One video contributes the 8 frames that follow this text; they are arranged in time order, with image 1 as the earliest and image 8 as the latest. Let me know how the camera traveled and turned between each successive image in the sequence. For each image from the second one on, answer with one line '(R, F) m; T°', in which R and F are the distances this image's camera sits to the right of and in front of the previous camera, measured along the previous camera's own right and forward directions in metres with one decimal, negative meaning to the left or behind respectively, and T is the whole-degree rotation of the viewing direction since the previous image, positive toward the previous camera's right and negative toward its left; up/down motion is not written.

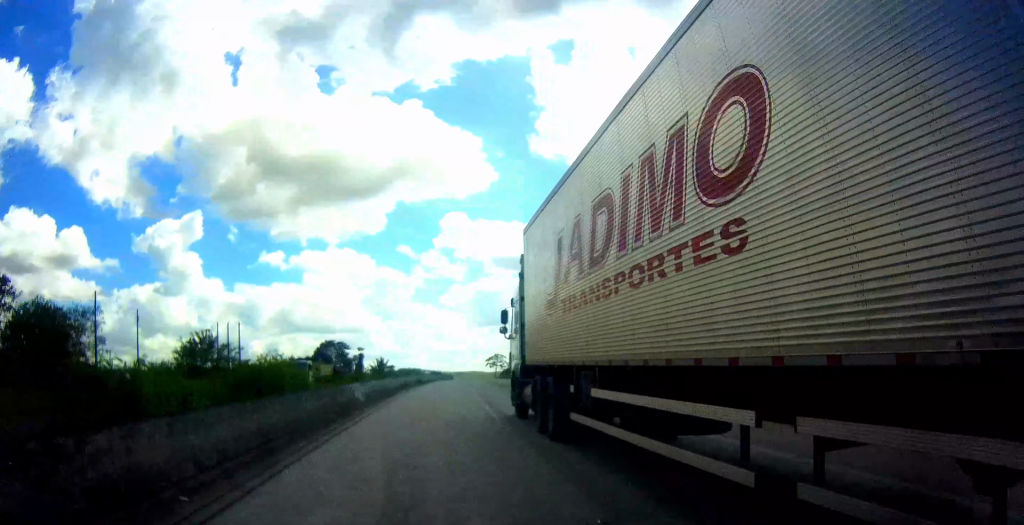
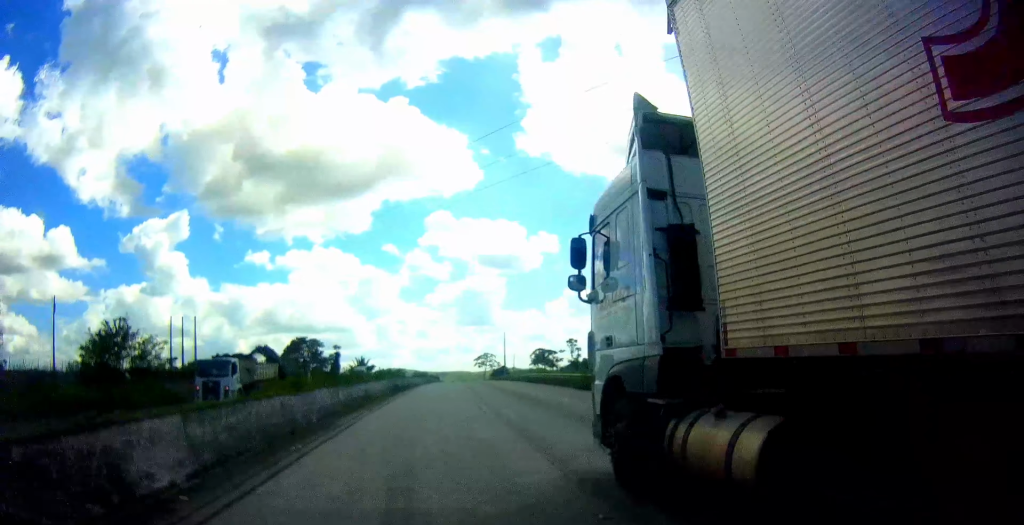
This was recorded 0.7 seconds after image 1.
(+0.2, +16.3) m; +2°
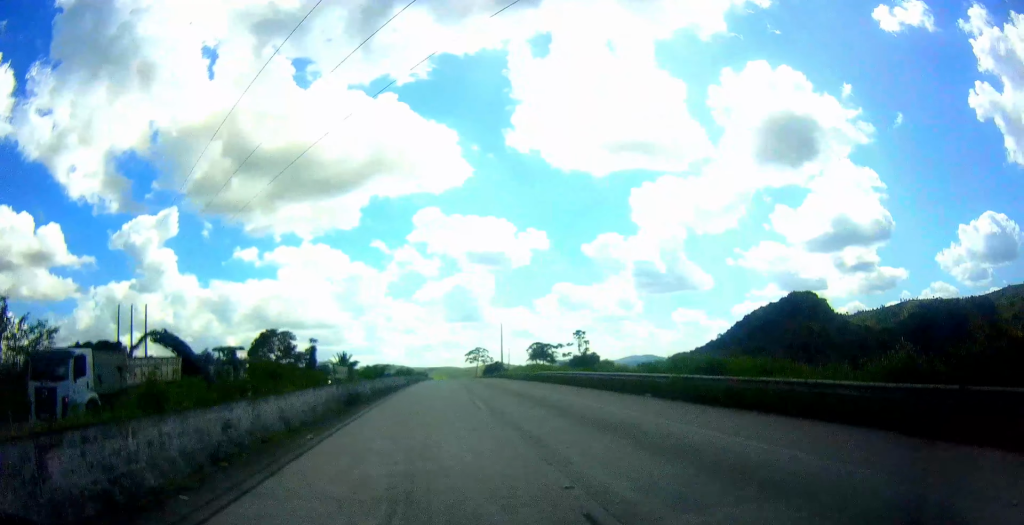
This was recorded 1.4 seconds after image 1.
(+0.6, +15.5) m; +2°
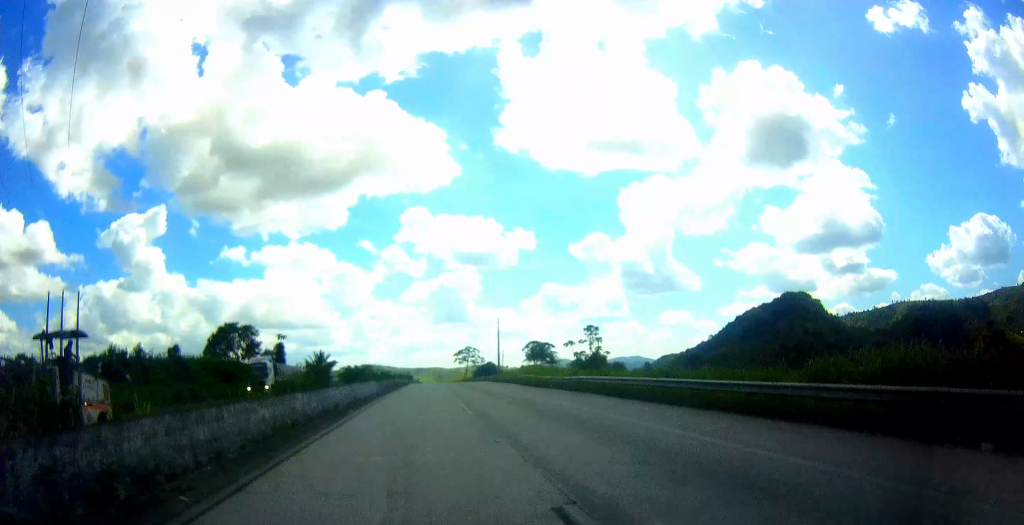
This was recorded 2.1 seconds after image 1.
(-0.2, +16.6) m; +1°
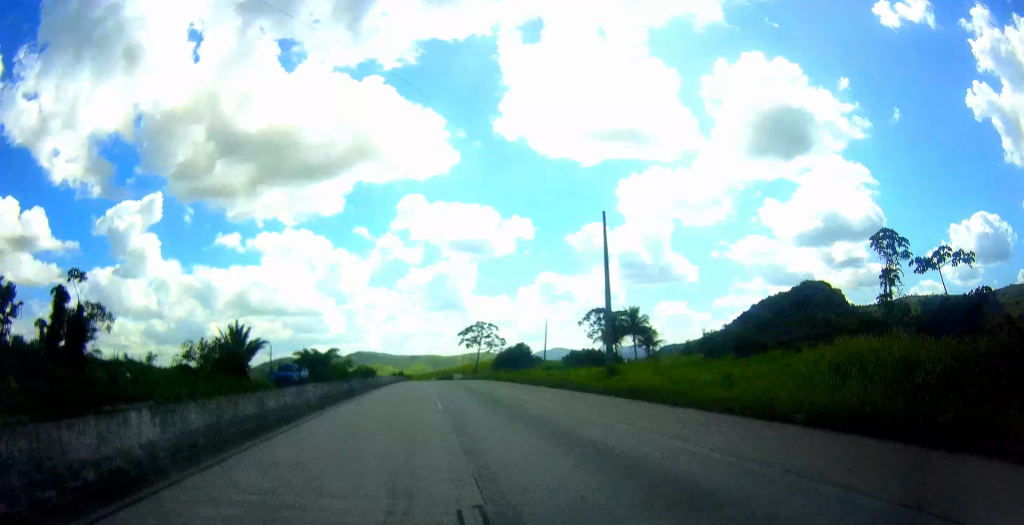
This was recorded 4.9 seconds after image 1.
(+3.4, +66.4) m; +4°
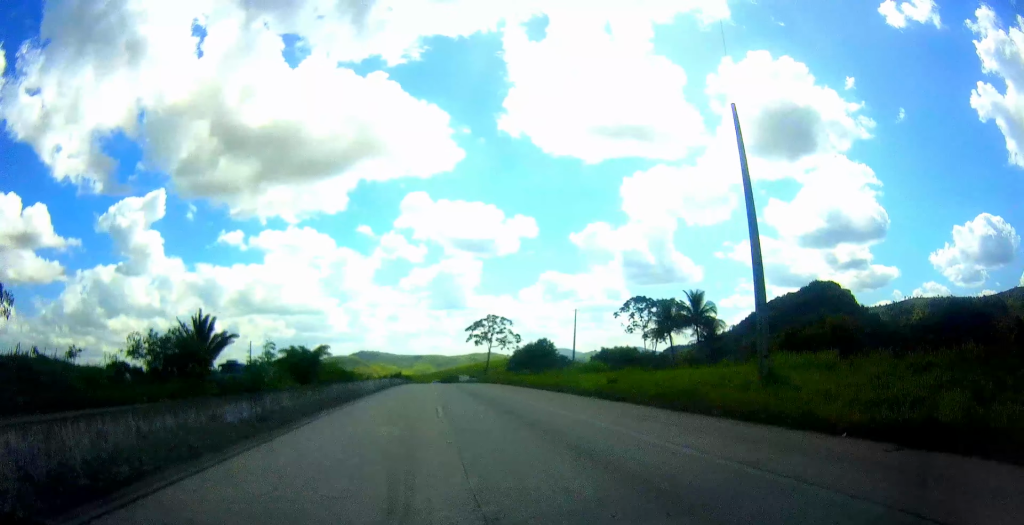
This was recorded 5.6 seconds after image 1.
(0.0, +17.2) m; 0°
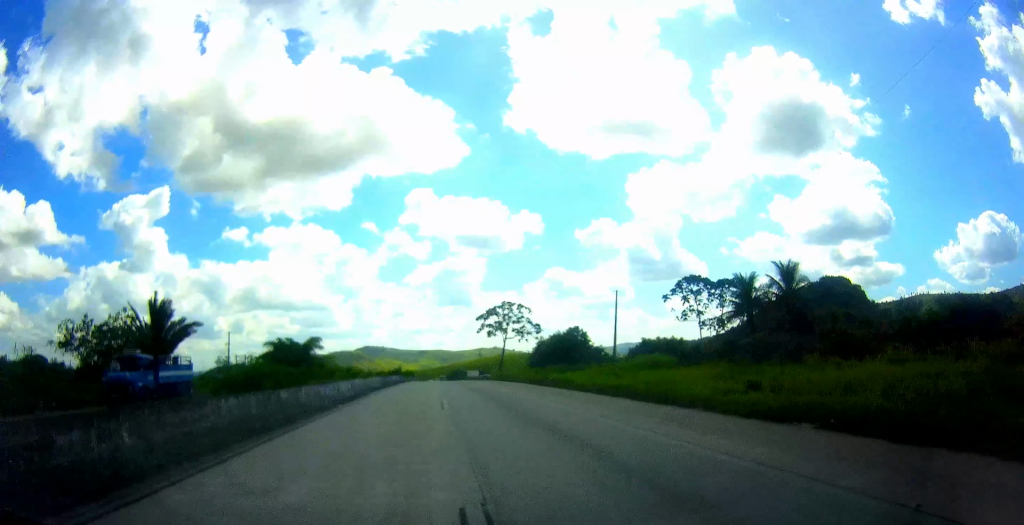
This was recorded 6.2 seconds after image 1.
(0.0, +15.3) m; 0°
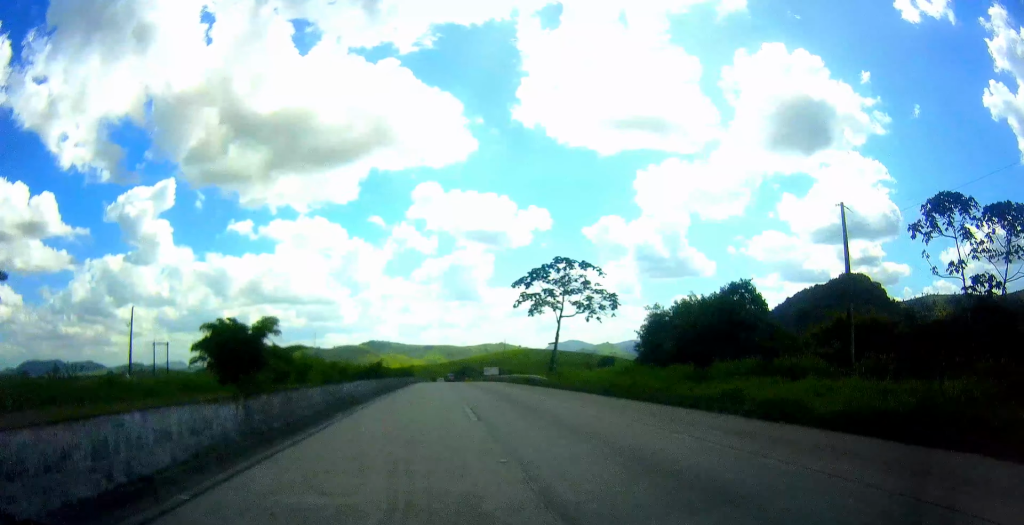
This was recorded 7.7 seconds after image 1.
(-0.3, +36.0) m; 0°
